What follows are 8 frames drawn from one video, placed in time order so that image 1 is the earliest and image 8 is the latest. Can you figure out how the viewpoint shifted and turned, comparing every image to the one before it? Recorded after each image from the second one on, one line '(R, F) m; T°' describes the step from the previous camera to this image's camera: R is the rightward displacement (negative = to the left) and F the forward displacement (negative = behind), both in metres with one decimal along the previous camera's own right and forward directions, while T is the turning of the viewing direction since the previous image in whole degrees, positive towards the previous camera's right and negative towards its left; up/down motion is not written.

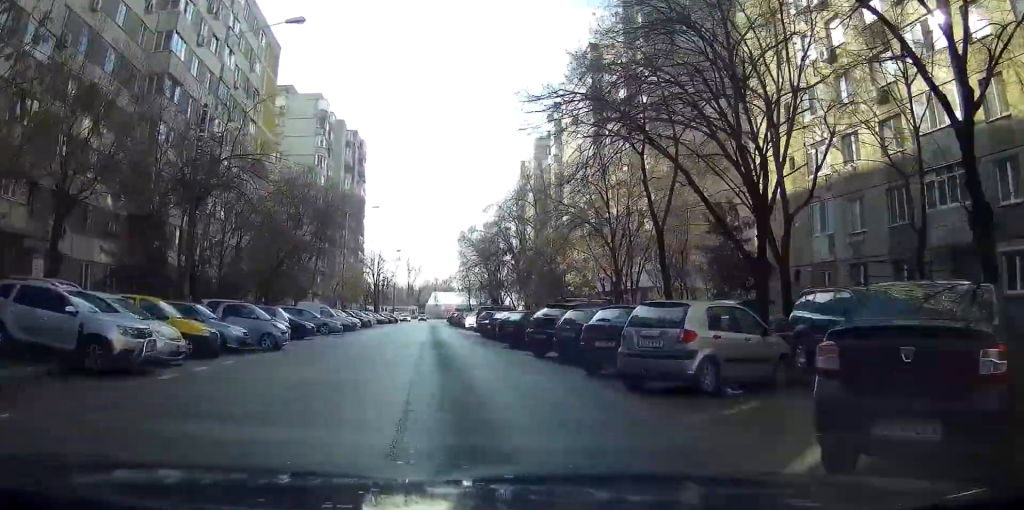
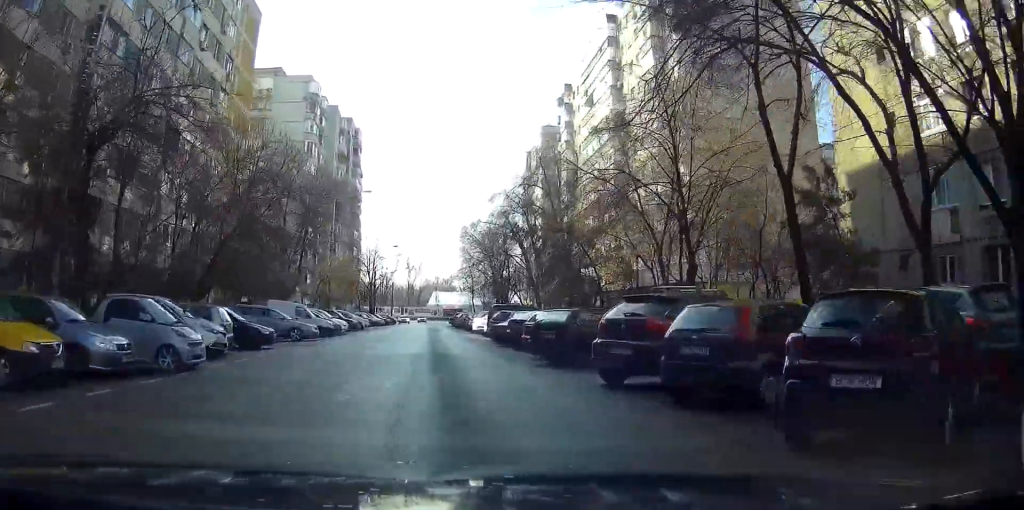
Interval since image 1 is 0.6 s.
(+0.1, +9.0) m; 0°
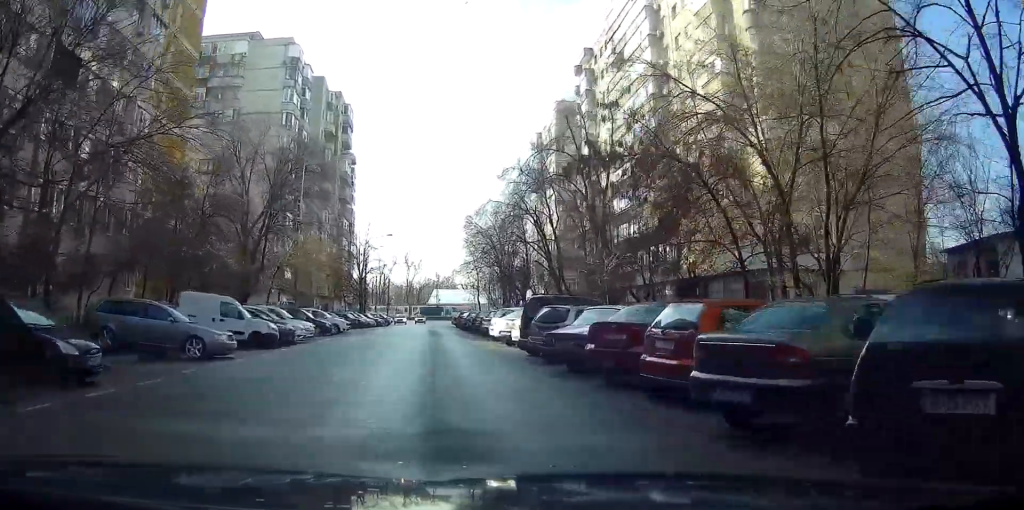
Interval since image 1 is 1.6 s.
(0.0, +14.1) m; 0°
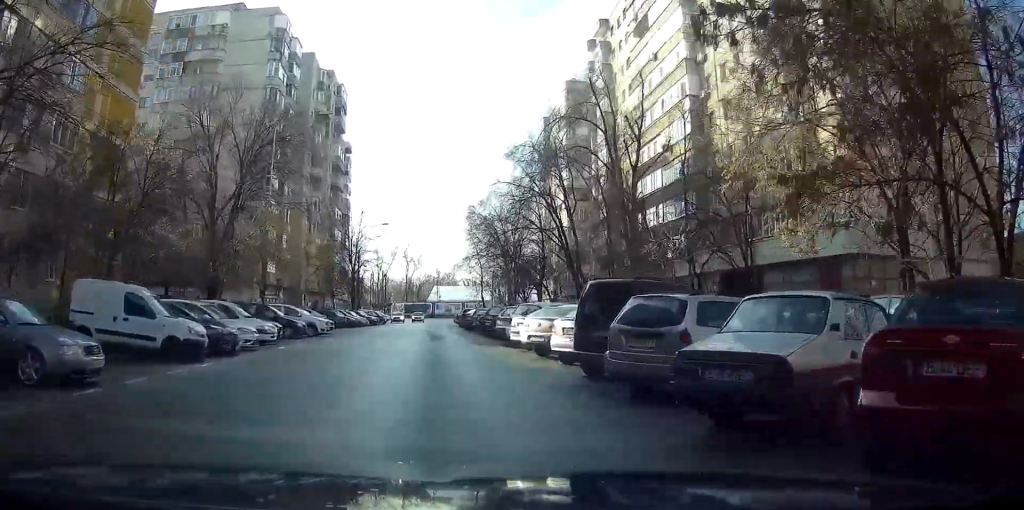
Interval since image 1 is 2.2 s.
(0.0, +8.4) m; 0°
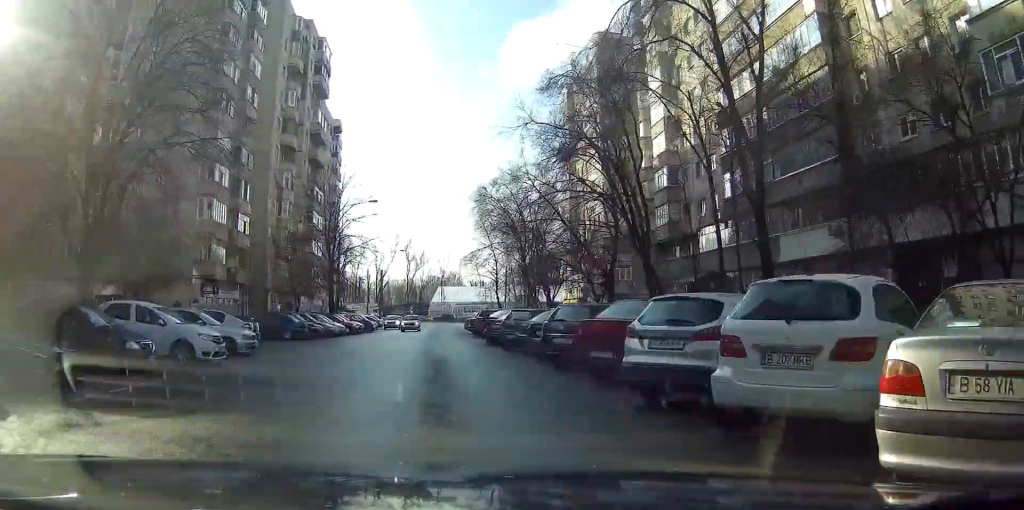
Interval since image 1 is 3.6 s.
(+0.1, +19.0) m; 0°
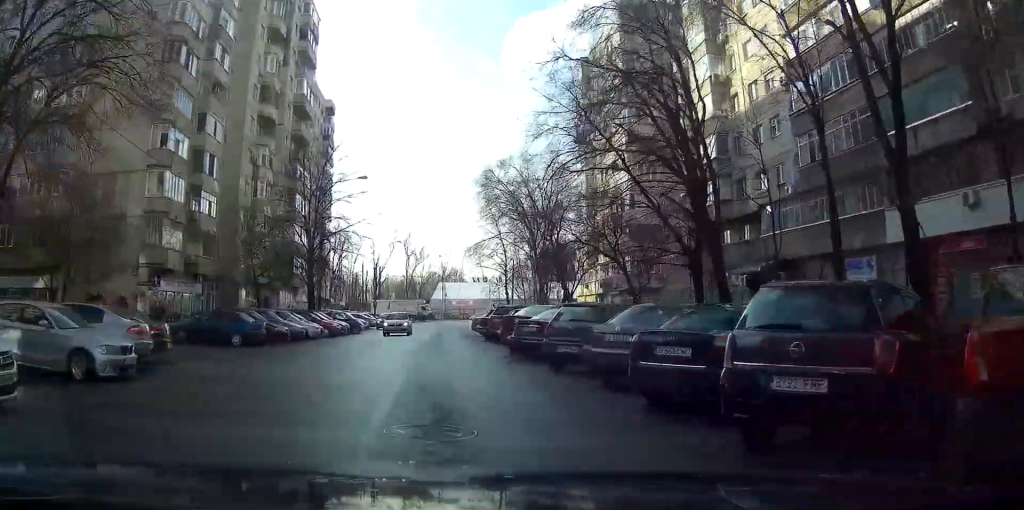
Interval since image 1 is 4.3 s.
(0.0, +10.1) m; 0°
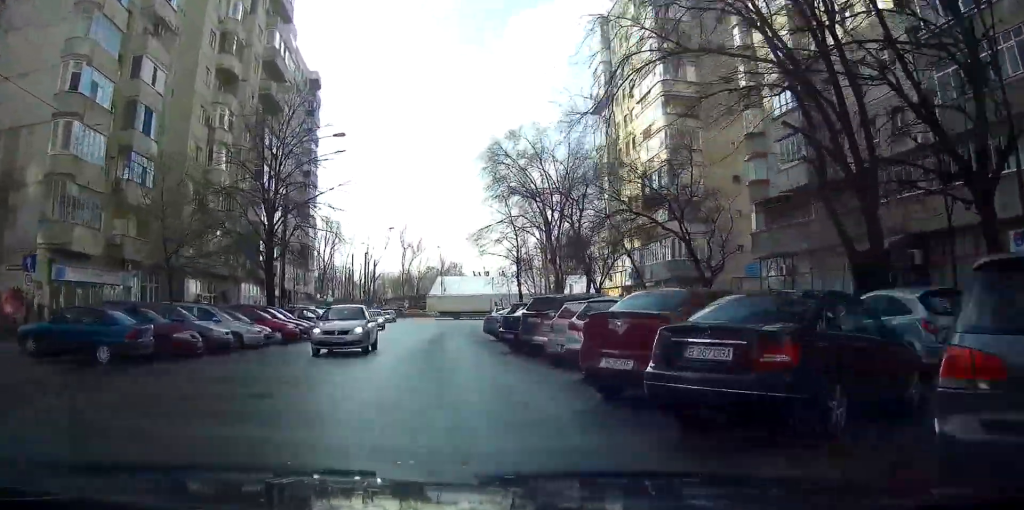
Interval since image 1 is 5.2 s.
(0.0, +12.2) m; 0°
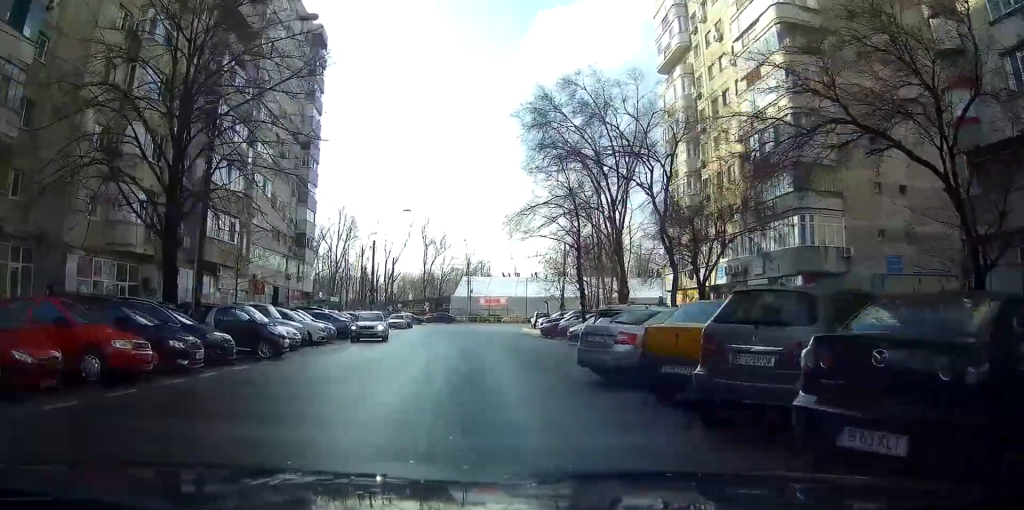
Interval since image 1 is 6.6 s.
(0.0, +17.9) m; 0°
